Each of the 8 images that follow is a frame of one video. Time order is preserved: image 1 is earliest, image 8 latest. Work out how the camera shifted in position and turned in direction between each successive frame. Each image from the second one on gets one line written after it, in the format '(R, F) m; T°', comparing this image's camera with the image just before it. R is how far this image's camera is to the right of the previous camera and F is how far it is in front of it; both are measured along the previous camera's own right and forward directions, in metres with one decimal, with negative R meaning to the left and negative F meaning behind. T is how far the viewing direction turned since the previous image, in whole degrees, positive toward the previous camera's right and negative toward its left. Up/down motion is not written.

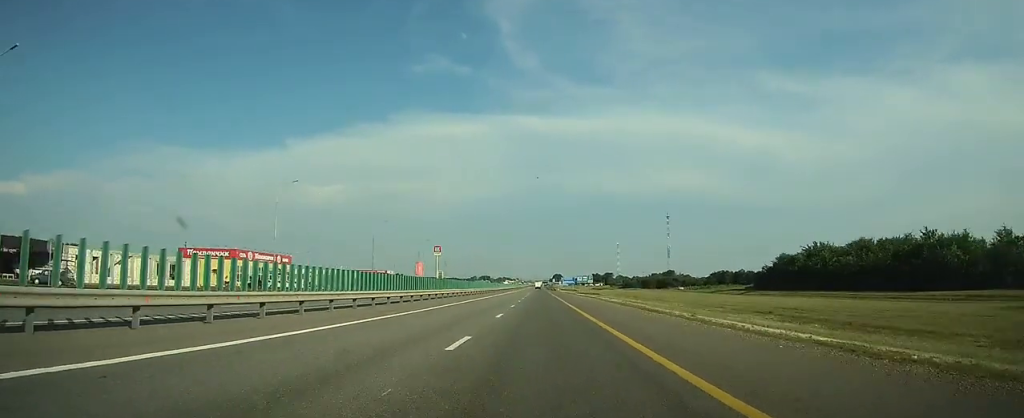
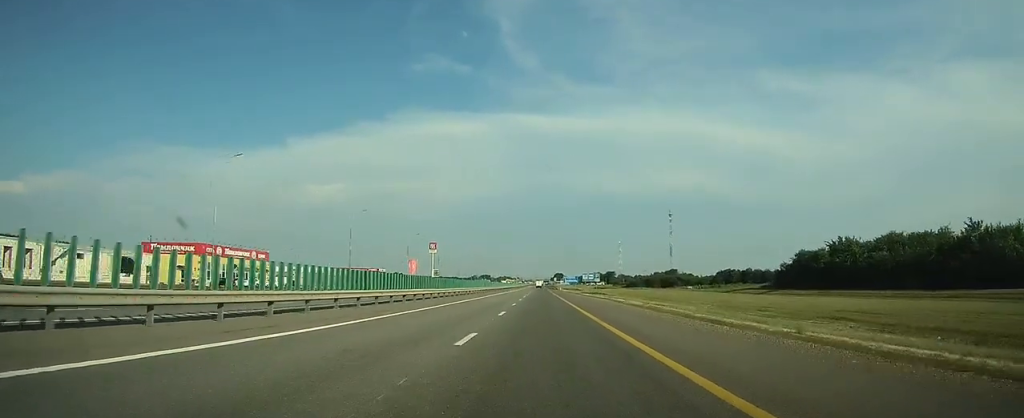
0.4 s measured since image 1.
(0.0, +11.5) m; 0°
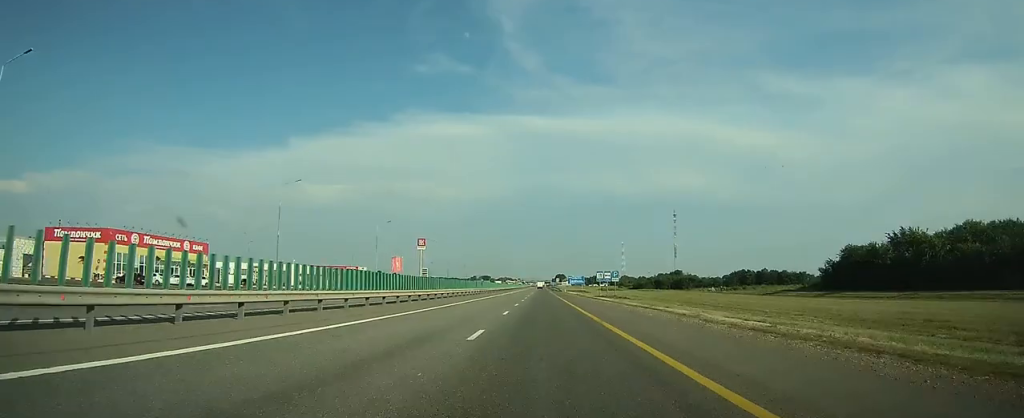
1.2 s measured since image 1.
(0.0, +22.9) m; 0°
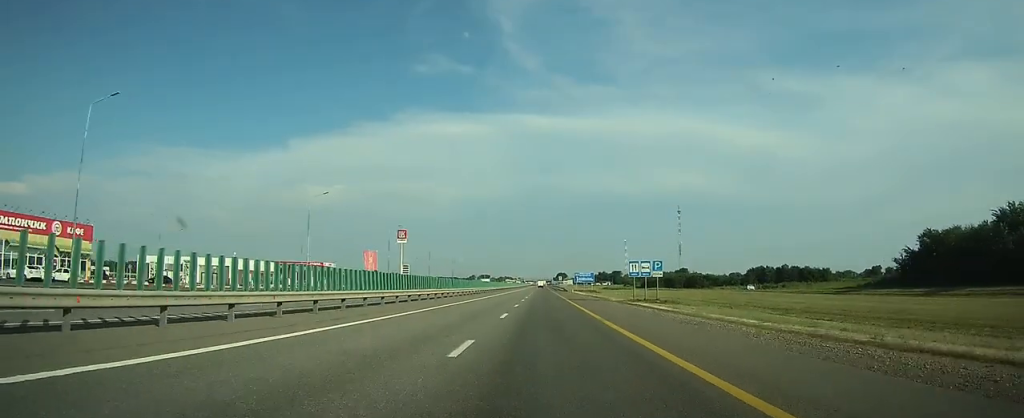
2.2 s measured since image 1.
(0.0, +27.7) m; 0°
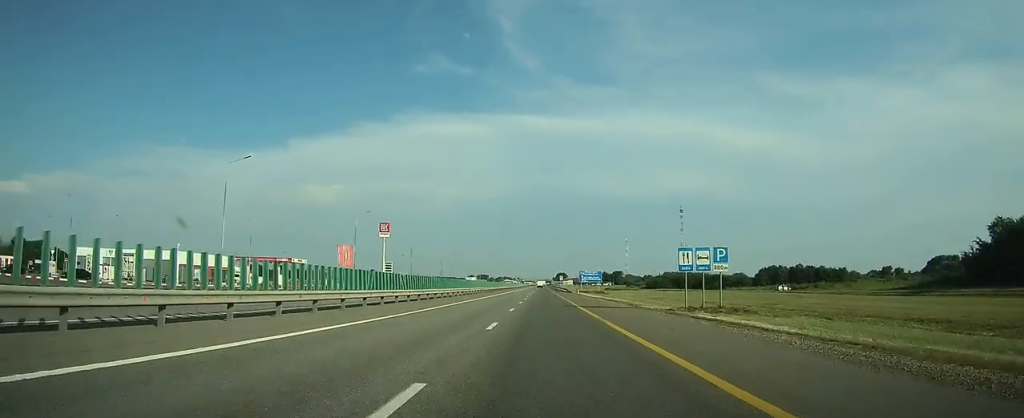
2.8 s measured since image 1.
(0.0, +18.1) m; 0°
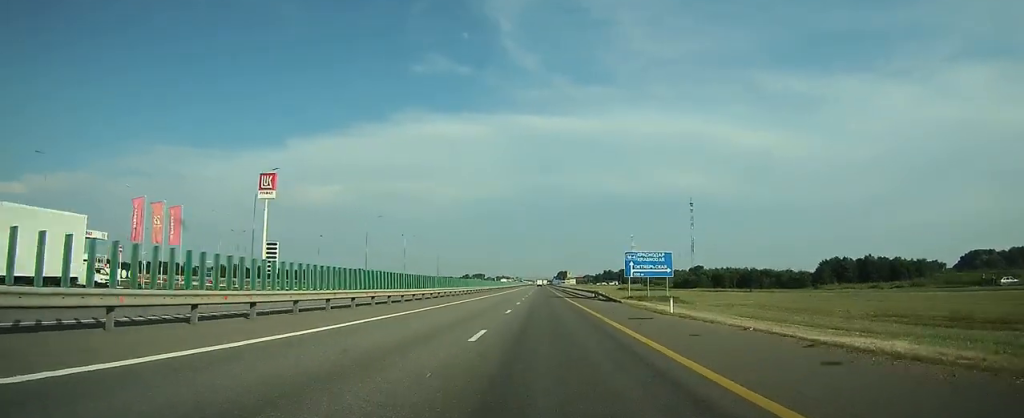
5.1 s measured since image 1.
(+0.1, +64.7) m; 0°
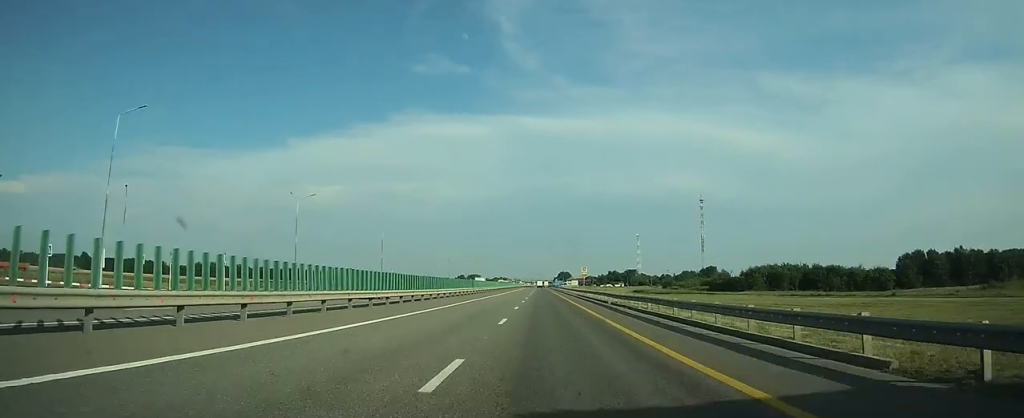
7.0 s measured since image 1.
(-0.2, +54.8) m; 0°
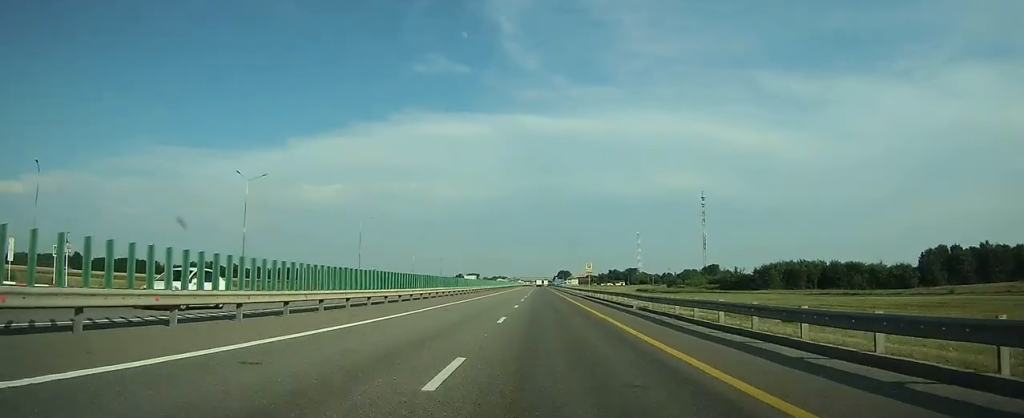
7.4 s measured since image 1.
(0.0, +12.2) m; 0°
